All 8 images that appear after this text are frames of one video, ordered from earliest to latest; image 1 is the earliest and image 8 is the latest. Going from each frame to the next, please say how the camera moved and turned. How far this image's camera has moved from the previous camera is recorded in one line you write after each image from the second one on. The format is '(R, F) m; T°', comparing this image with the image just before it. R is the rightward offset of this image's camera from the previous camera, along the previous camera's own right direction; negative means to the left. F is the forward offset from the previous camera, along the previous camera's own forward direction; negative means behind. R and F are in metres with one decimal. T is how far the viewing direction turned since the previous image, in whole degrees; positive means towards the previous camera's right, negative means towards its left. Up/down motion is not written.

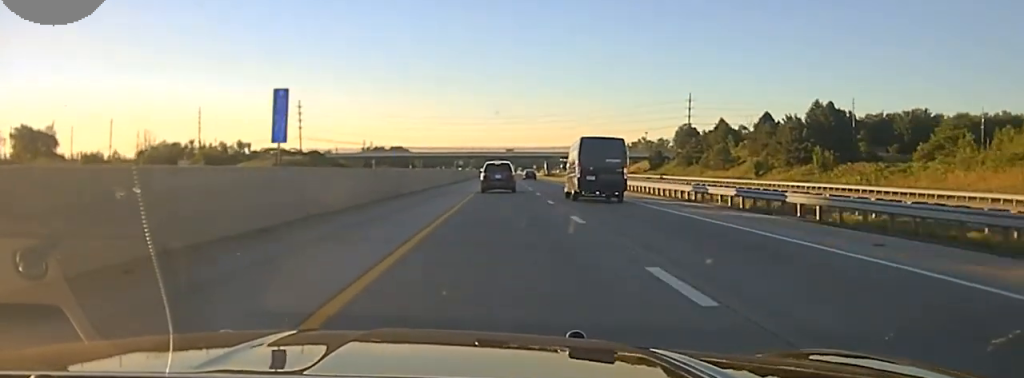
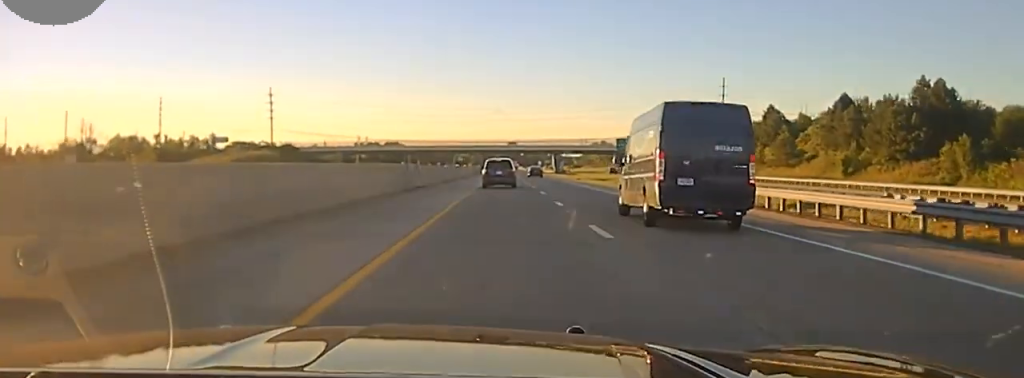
(0.0, +43.7) m; 0°
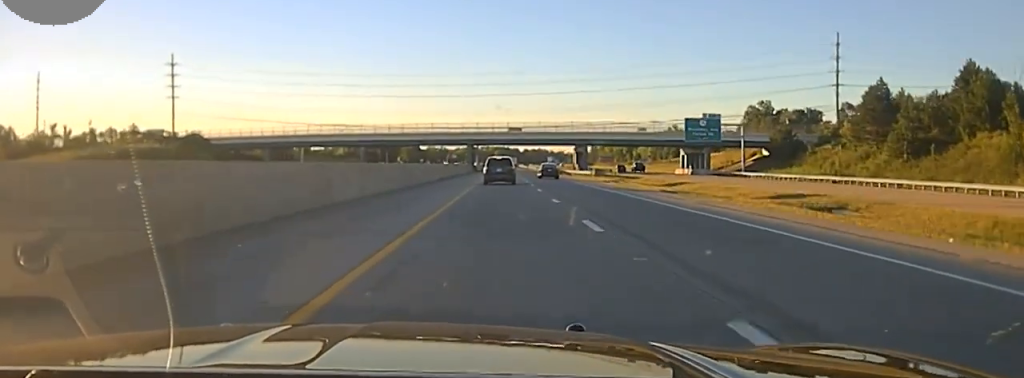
(0.0, +84.8) m; 0°
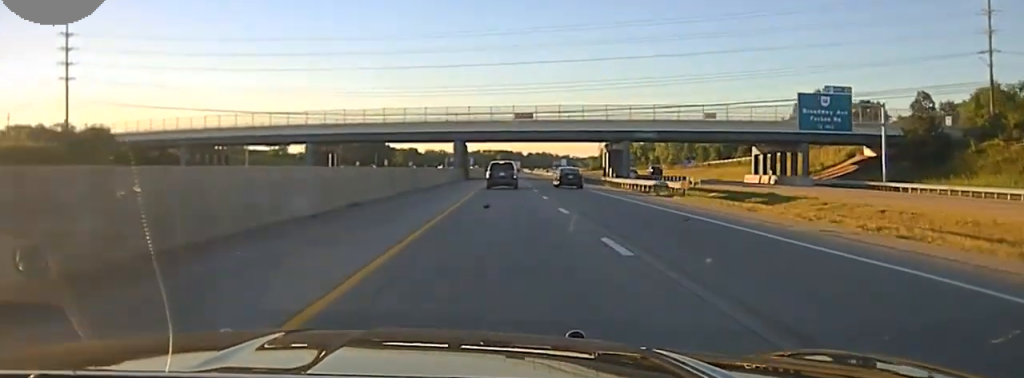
(0.0, +52.2) m; 0°
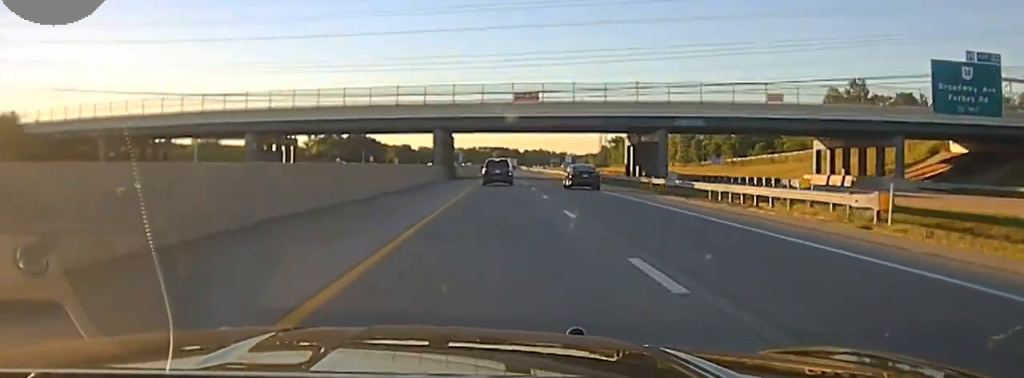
(0.0, +28.5) m; 0°
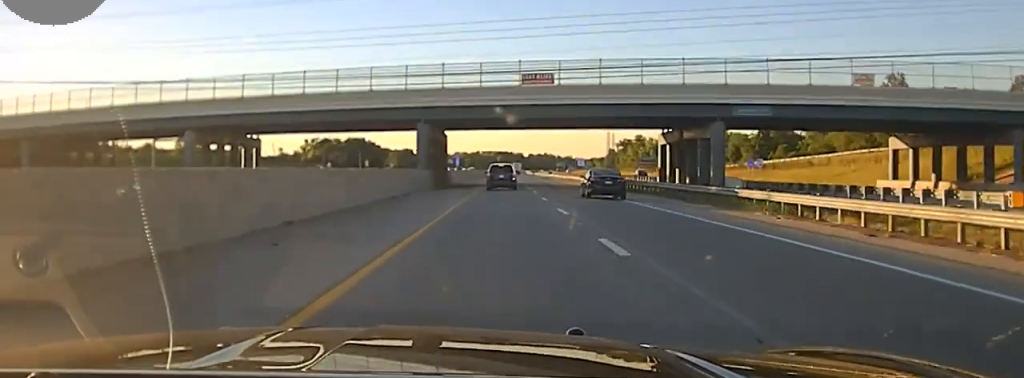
(0.0, +19.1) m; 0°
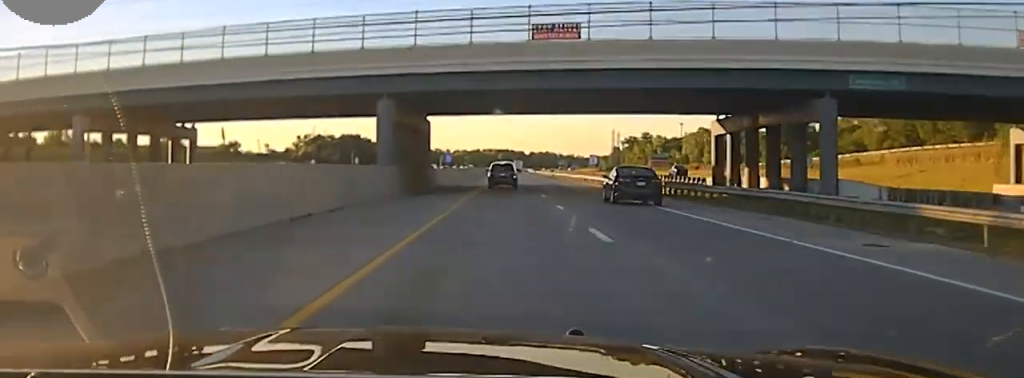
(0.0, +23.8) m; 0°
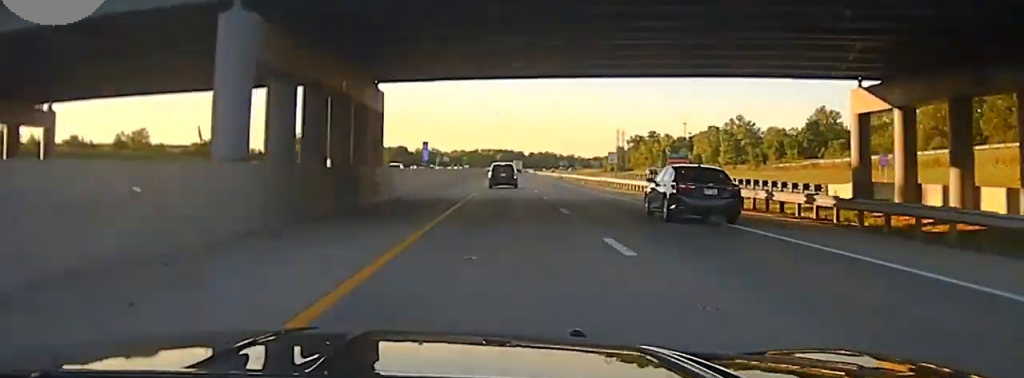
(0.0, +27.1) m; 0°
